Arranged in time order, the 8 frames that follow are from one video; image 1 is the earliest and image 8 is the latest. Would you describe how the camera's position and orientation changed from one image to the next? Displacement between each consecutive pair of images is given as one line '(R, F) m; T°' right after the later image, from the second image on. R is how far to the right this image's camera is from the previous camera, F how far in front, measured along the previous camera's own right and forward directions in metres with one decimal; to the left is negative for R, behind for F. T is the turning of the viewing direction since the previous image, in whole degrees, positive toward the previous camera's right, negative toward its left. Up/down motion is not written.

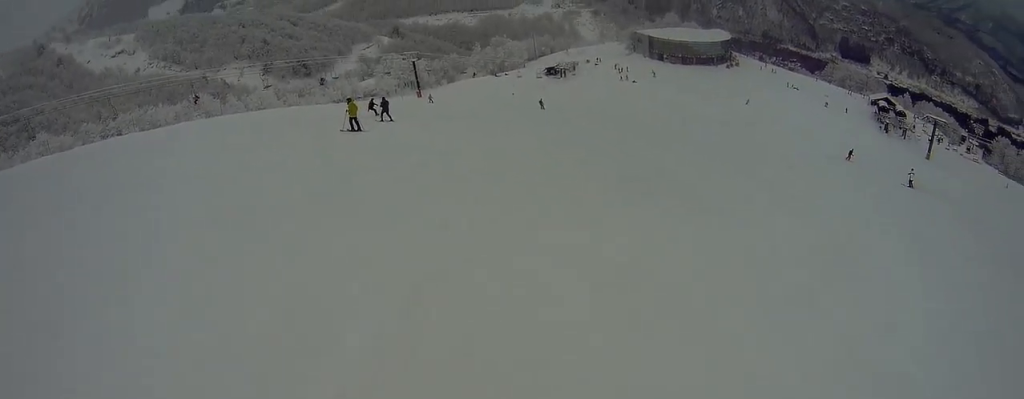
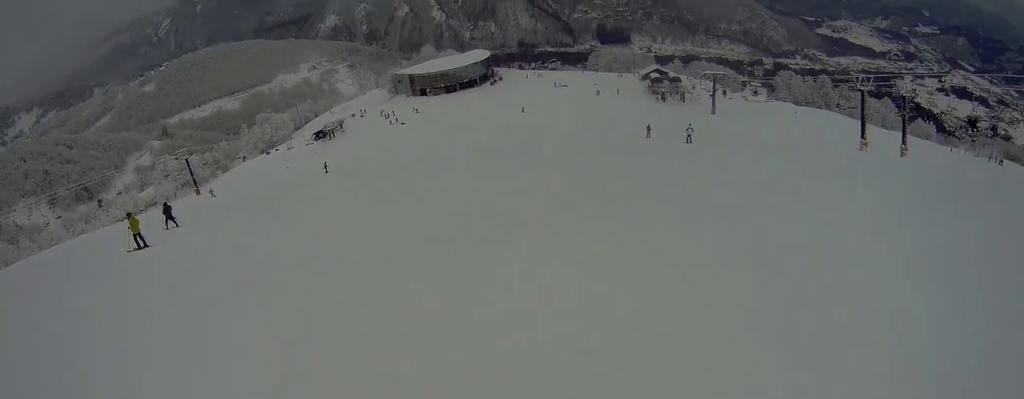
(+0.3, +1.8) m; +17°
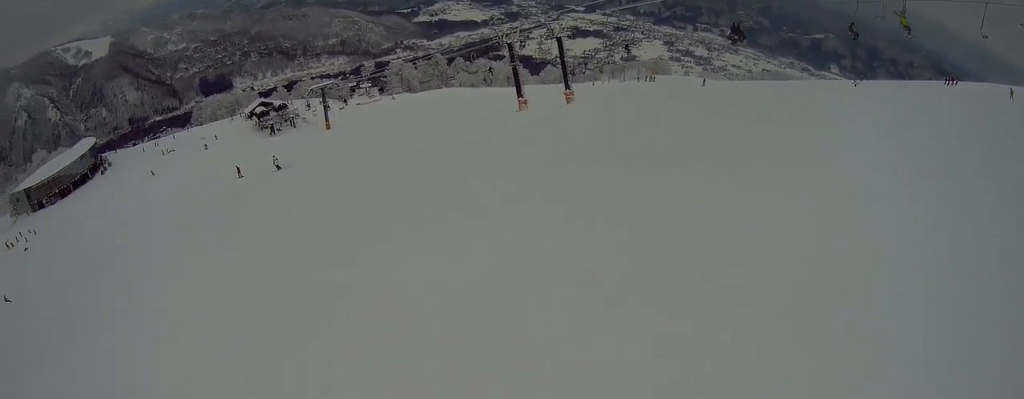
(+6.4, +9.0) m; +49°
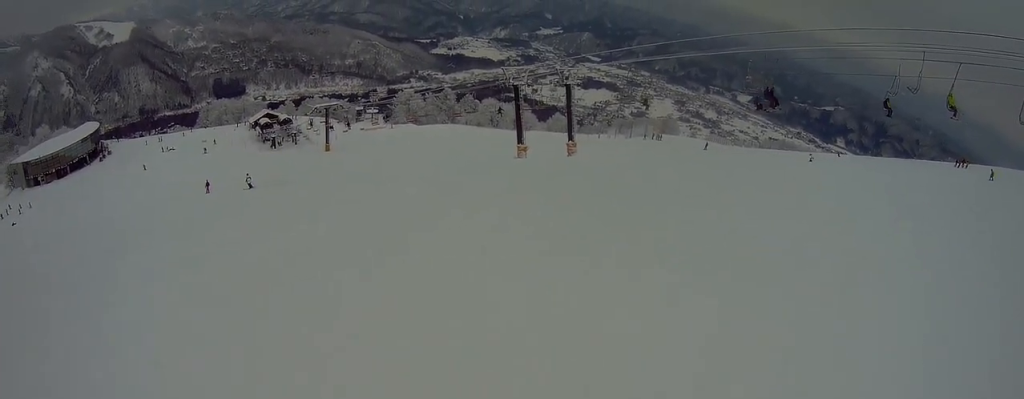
(+0.2, +3.0) m; -8°
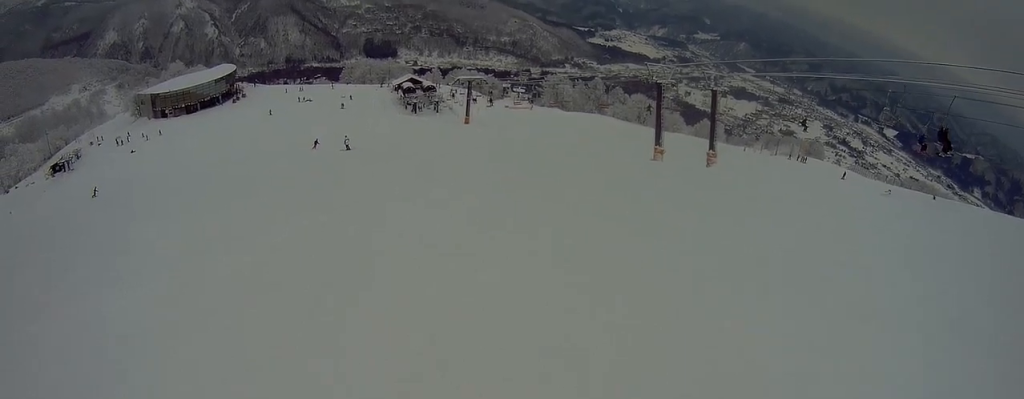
(-0.6, +3.6) m; -15°
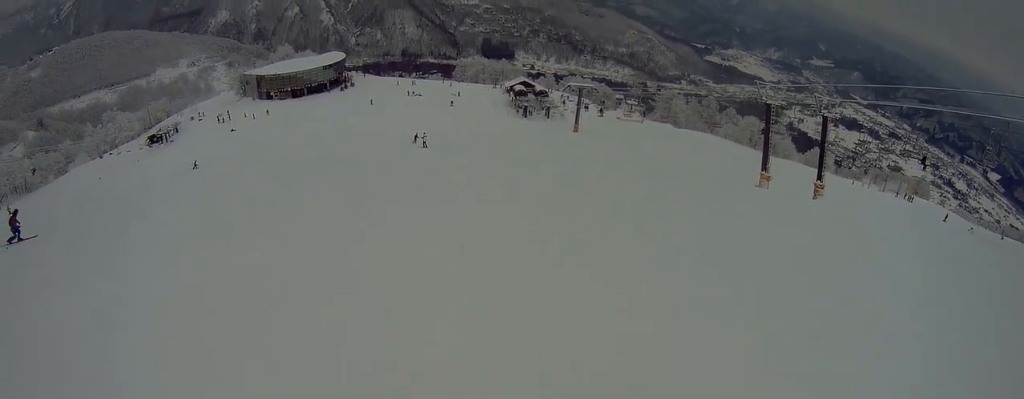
(-0.1, +2.7) m; -12°
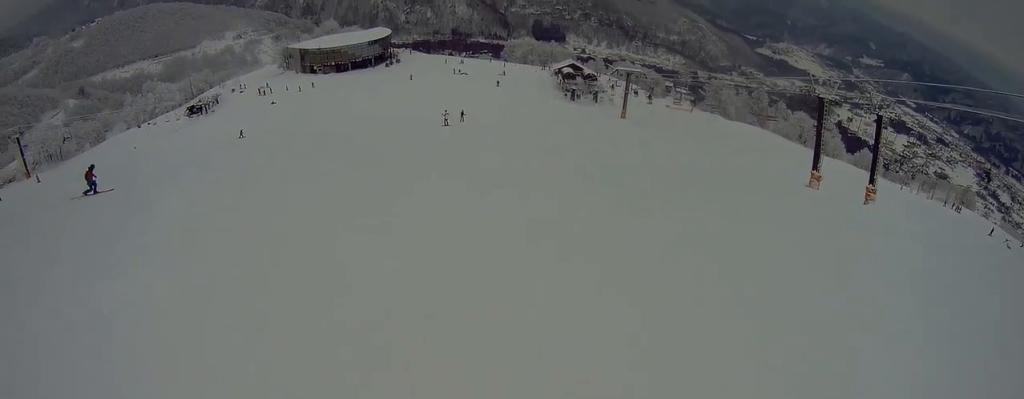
(-0.4, +2.1) m; -8°
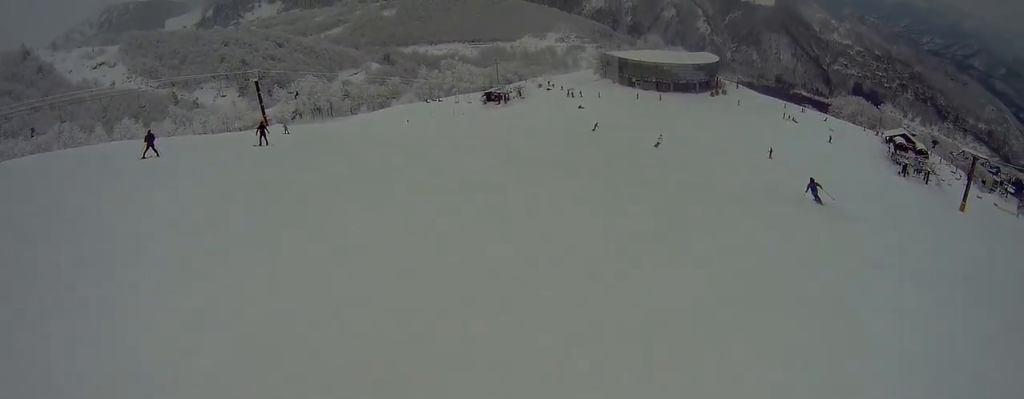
(-6.3, +13.5) m; -31°
